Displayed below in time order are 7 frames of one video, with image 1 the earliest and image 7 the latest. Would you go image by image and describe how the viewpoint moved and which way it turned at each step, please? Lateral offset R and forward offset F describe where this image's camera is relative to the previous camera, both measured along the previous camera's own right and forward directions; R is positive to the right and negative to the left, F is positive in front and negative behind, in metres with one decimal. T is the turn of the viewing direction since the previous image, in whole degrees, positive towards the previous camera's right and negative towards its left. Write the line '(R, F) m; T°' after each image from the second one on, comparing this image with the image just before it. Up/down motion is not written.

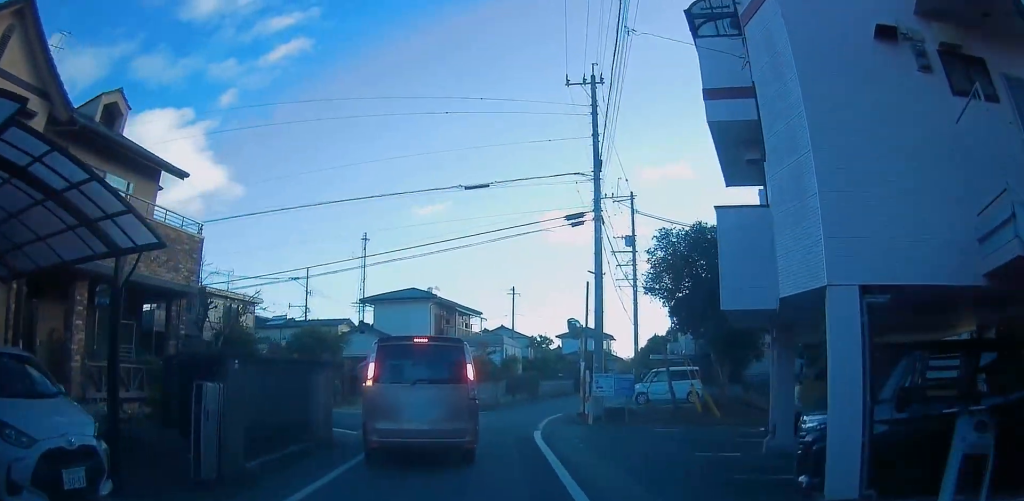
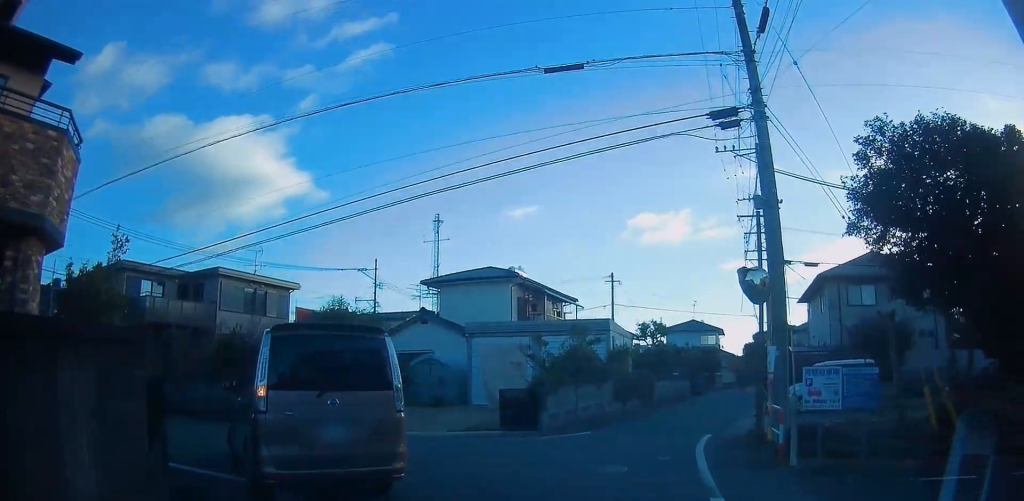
(-0.3, +8.4) m; -3°
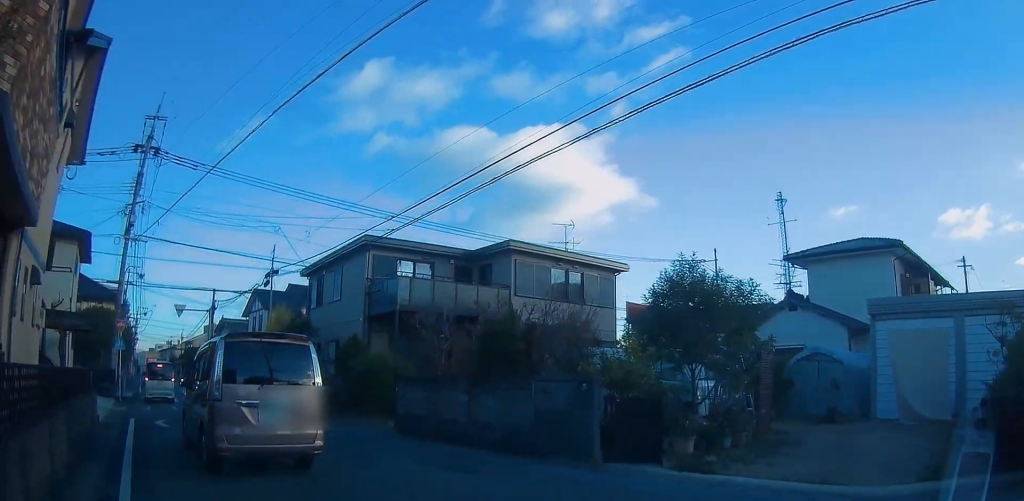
(-0.3, +10.7) m; -8°
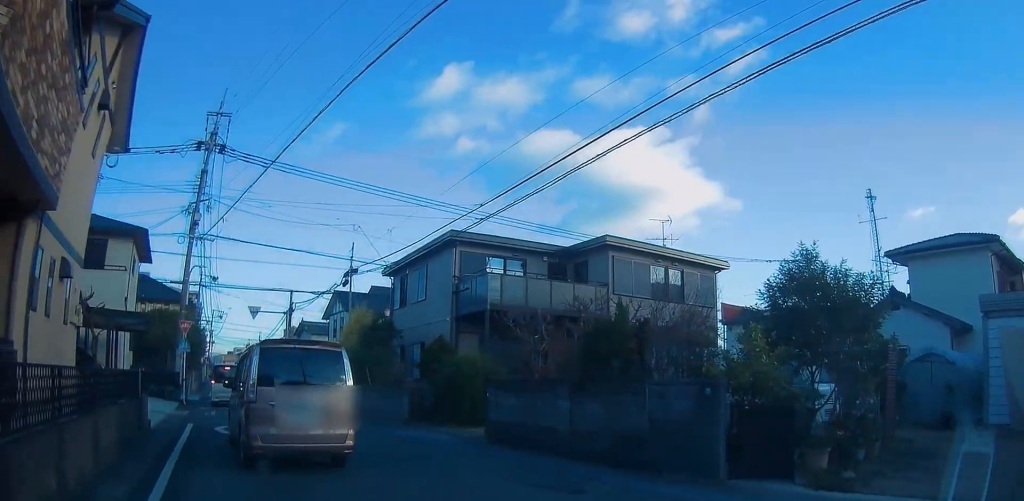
(+0.1, +1.8) m; -3°
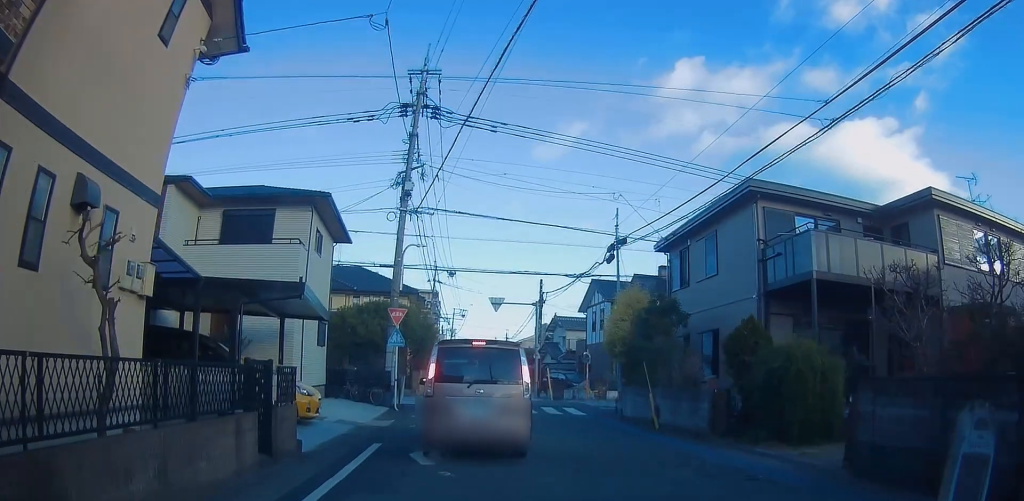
(-1.3, +4.7) m; -33°
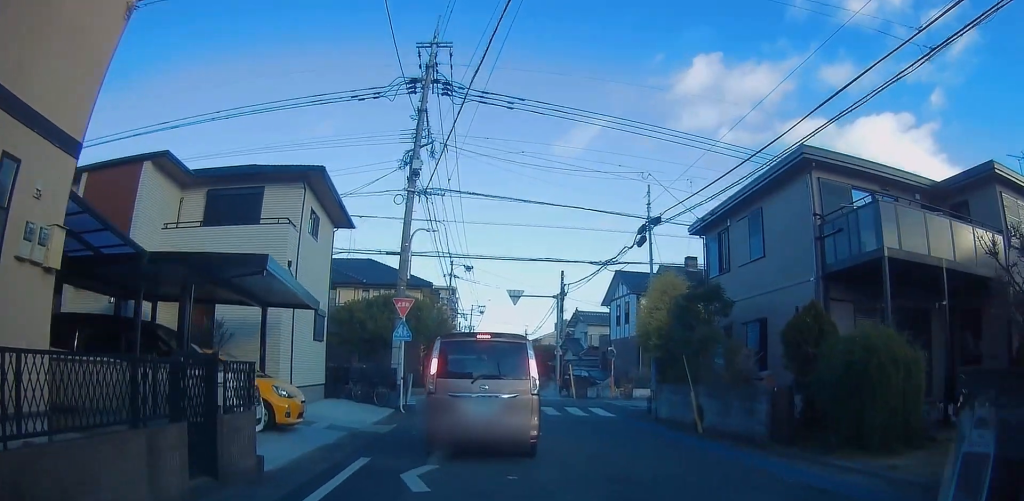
(-0.5, +2.1) m; -11°
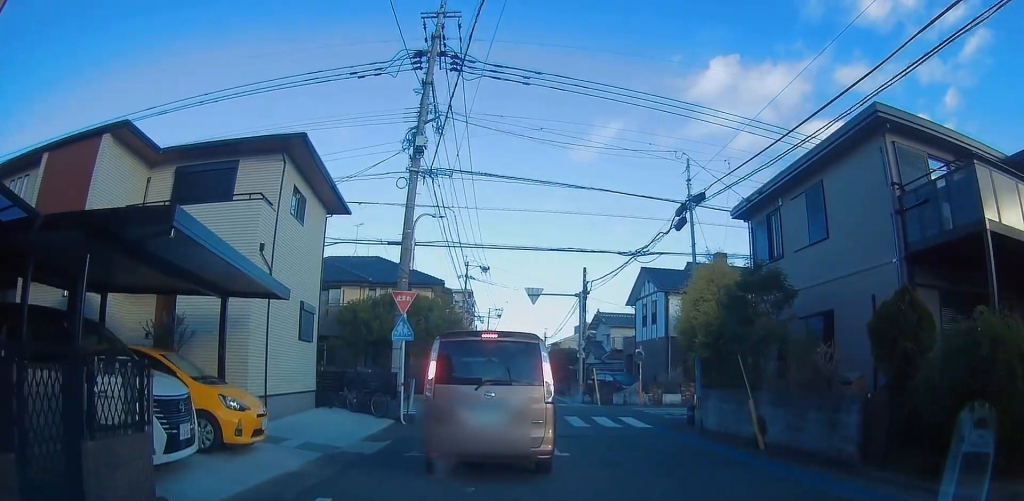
(-0.1, +2.6) m; +3°
